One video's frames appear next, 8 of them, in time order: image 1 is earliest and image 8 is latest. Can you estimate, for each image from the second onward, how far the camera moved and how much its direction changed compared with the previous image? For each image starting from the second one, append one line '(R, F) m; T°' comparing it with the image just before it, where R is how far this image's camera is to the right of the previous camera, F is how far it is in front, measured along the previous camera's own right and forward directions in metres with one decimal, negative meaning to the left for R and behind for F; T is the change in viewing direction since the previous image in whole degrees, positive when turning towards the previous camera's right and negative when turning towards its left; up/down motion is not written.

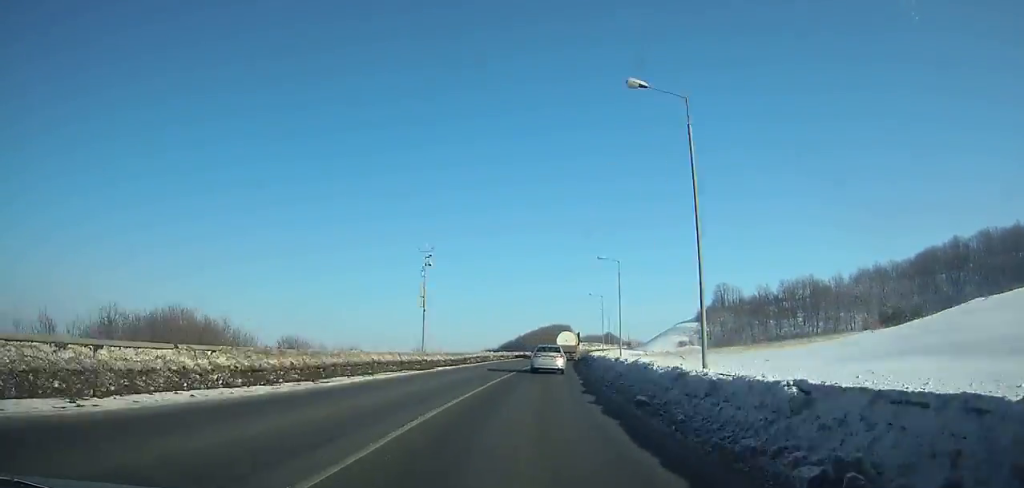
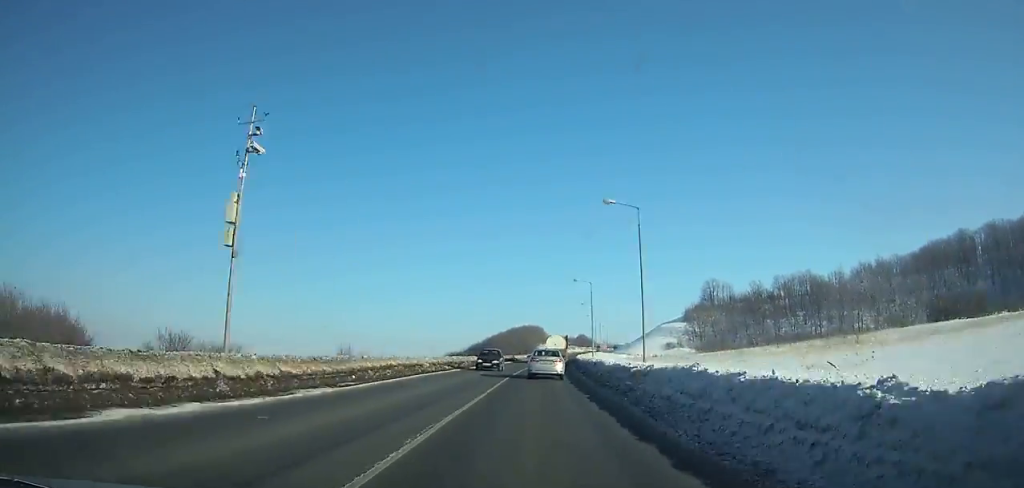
(+0.7, +23.4) m; +2°
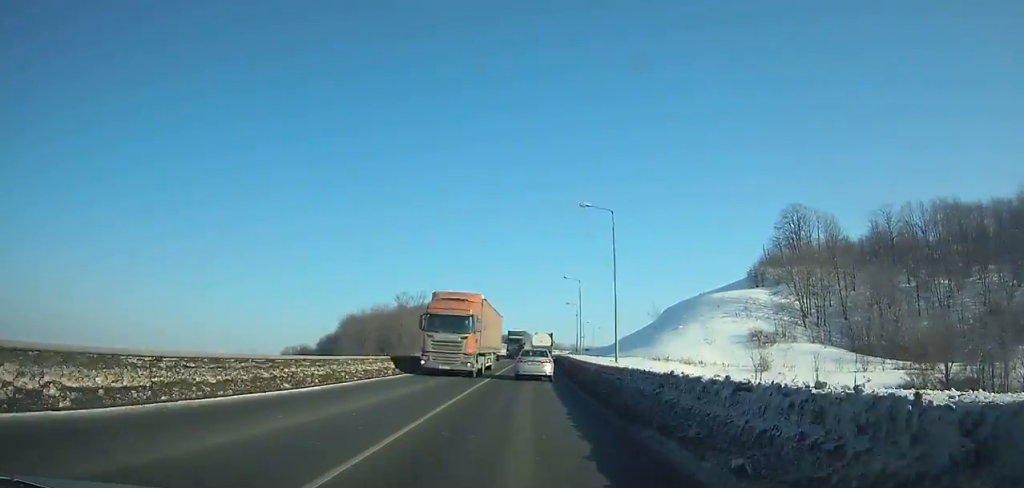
(+8.7, +117.0) m; +7°
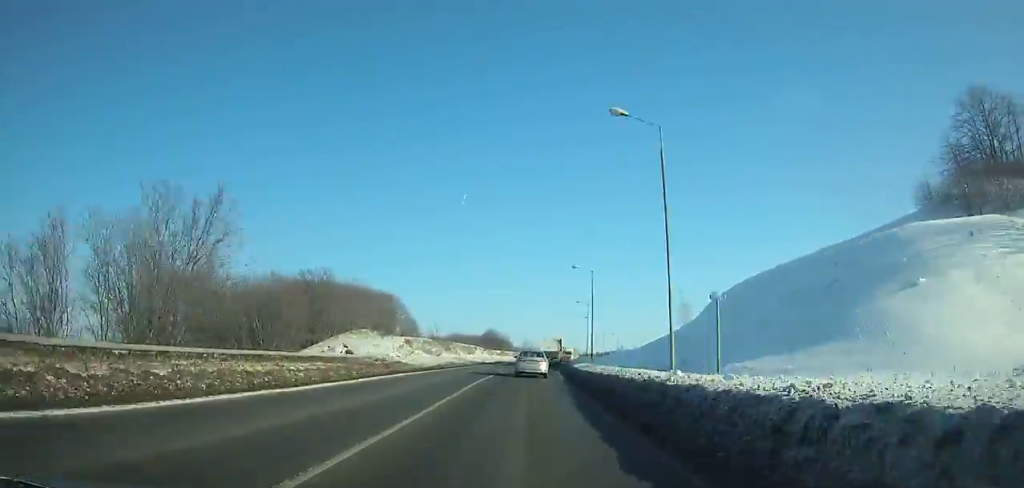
(+1.3, +55.9) m; +3°
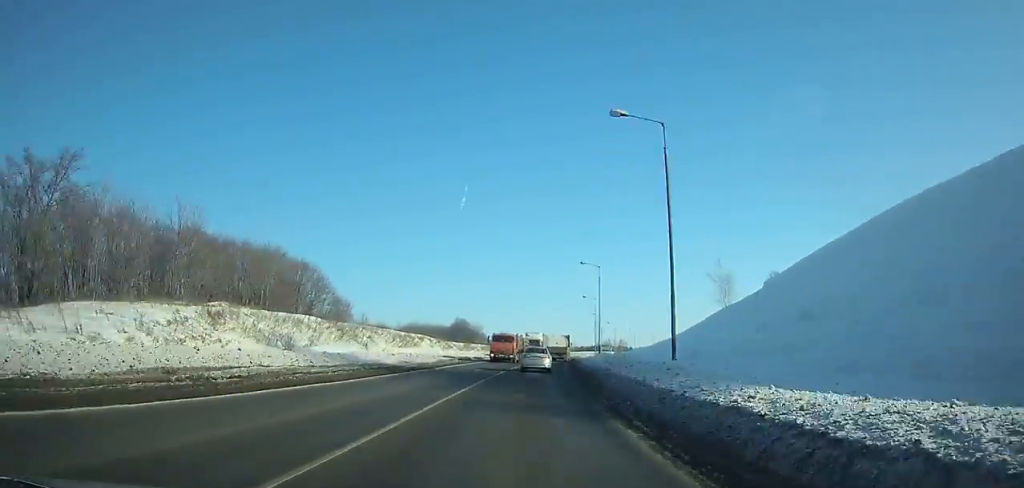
(+0.5, +39.7) m; +2°
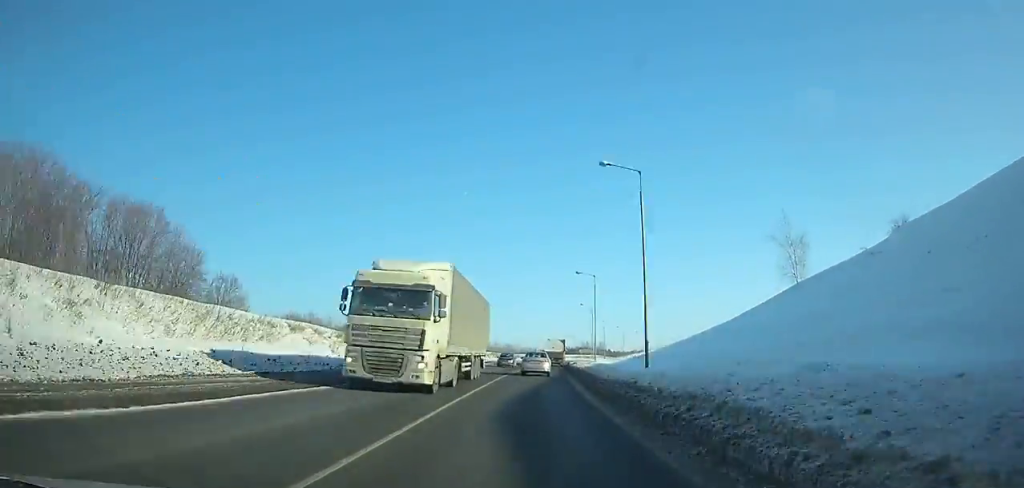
(+0.7, +34.5) m; +3°
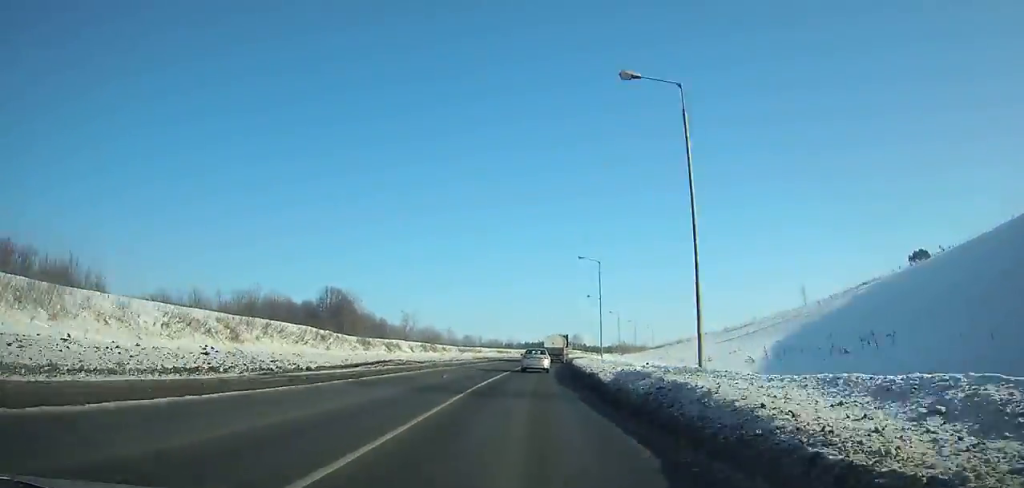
(+1.7, +46.8) m; +4°
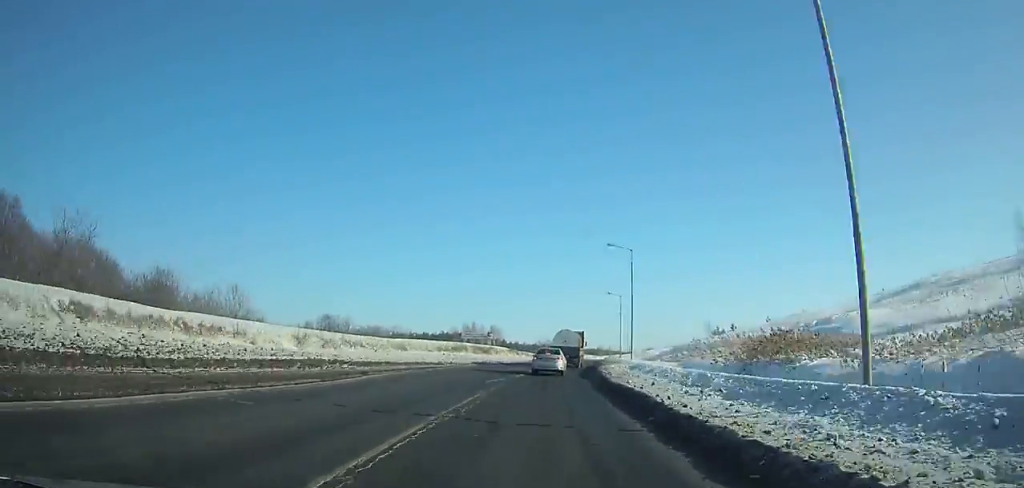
(+6.2, +84.0) m; +9°
